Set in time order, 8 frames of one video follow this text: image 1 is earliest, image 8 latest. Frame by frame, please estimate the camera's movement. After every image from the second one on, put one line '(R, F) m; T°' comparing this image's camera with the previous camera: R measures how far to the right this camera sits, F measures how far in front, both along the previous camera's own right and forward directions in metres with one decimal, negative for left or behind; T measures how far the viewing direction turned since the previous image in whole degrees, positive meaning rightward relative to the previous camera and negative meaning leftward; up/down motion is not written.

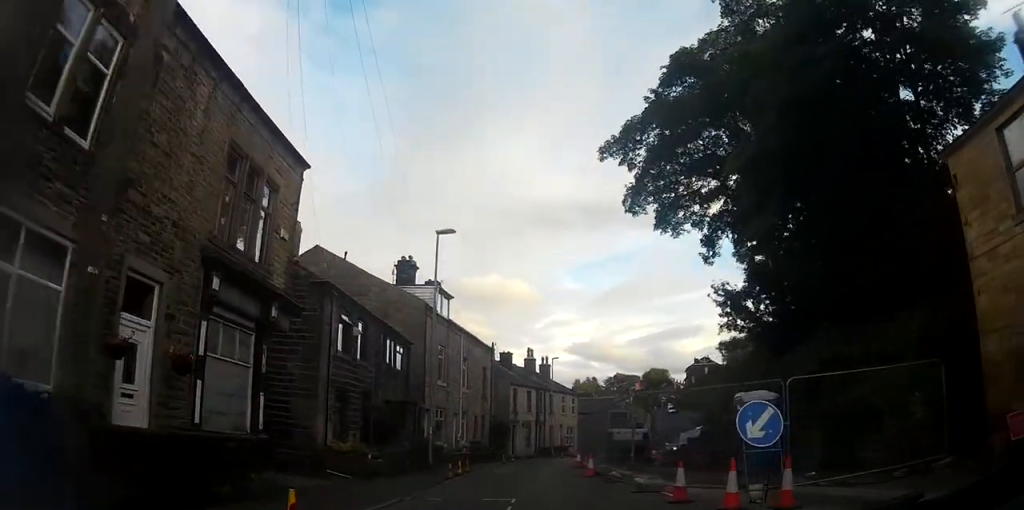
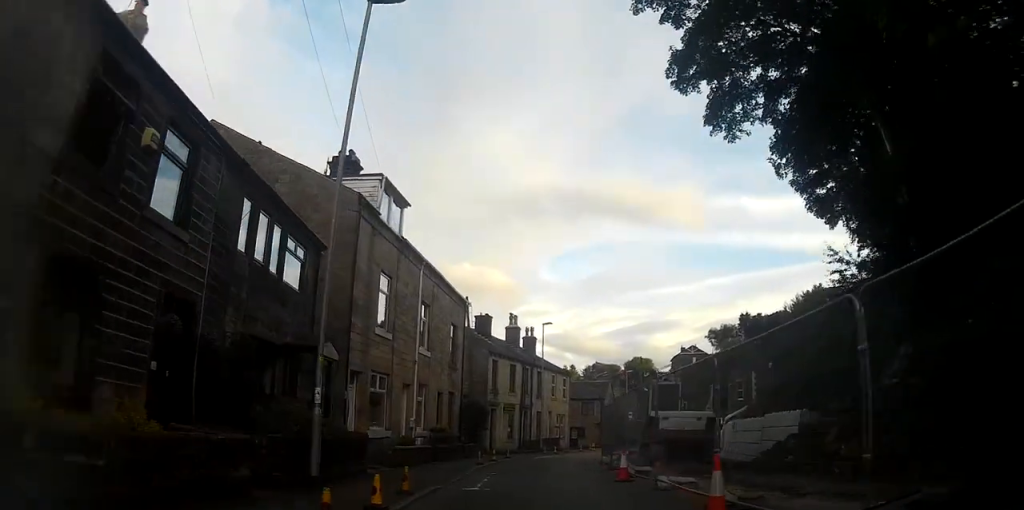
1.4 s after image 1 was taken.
(-0.2, +12.0) m; +3°
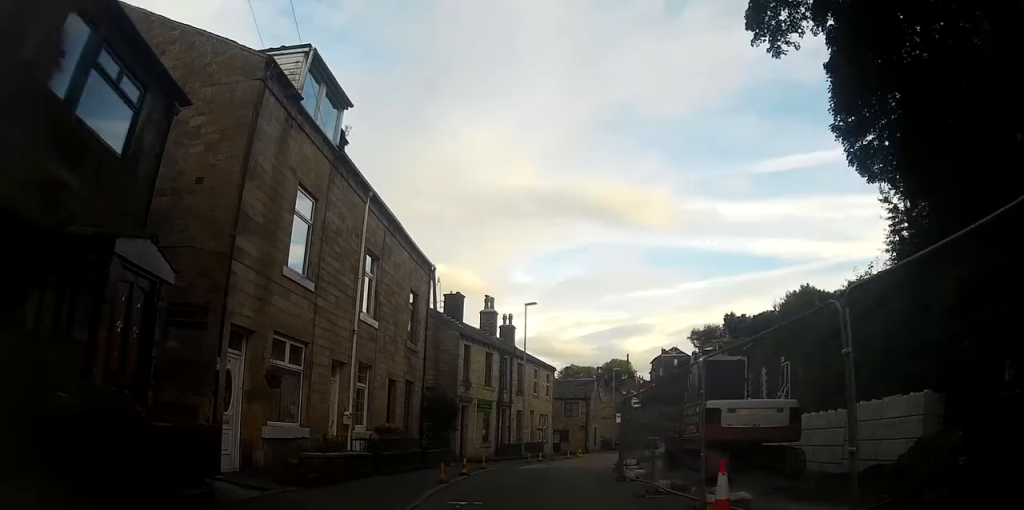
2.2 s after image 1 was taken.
(+0.1, +7.0) m; +6°
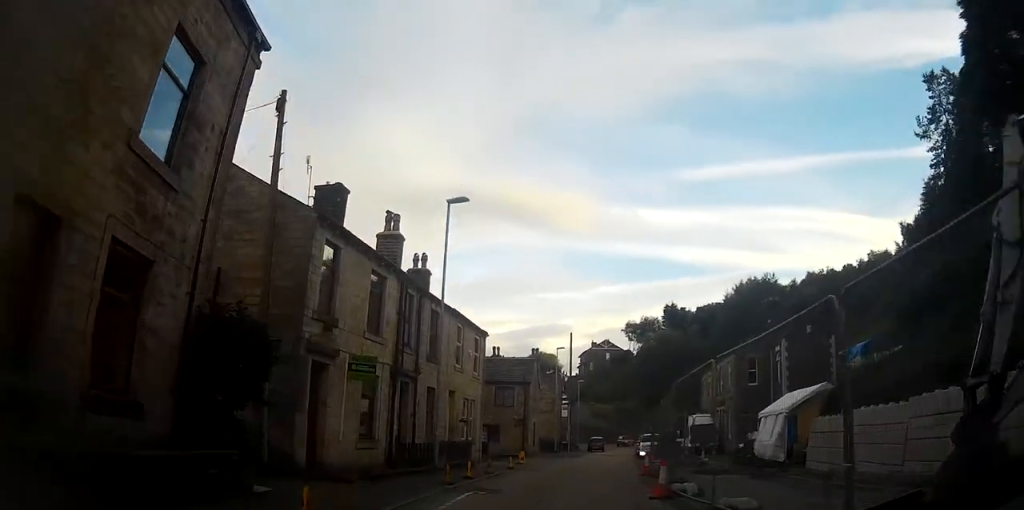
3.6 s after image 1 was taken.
(+1.5, +14.6) m; +10°
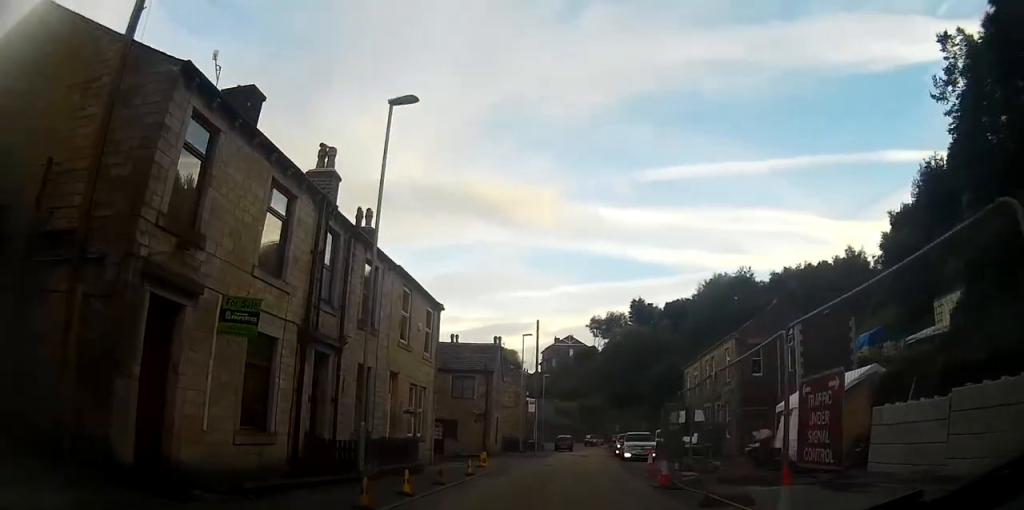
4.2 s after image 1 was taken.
(0.0, +5.7) m; +3°
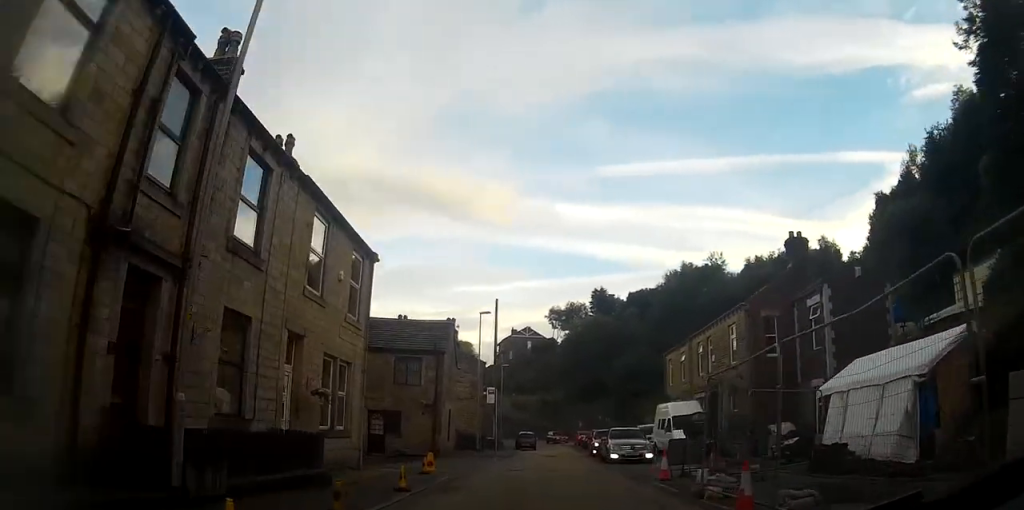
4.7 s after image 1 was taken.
(+0.4, +6.3) m; +3°
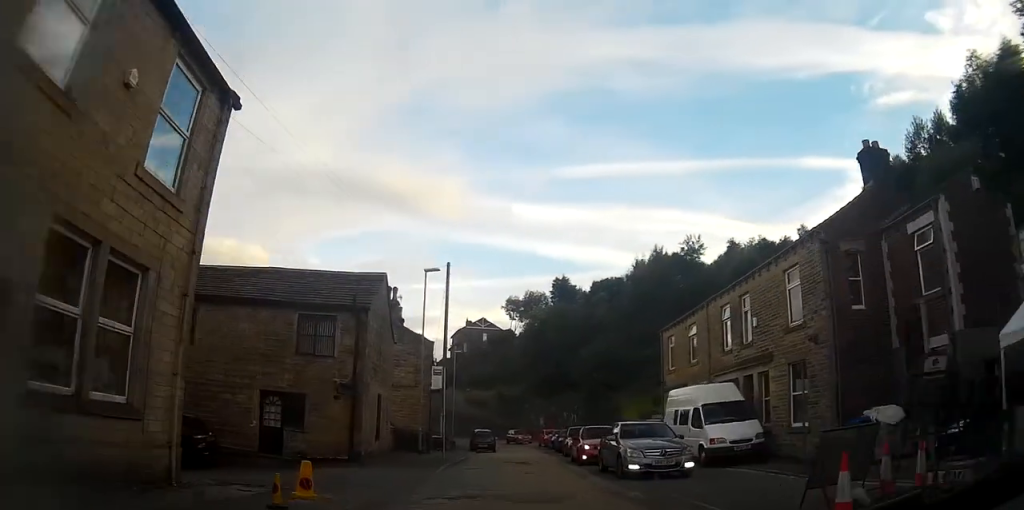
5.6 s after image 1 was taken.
(+0.3, +9.5) m; +3°
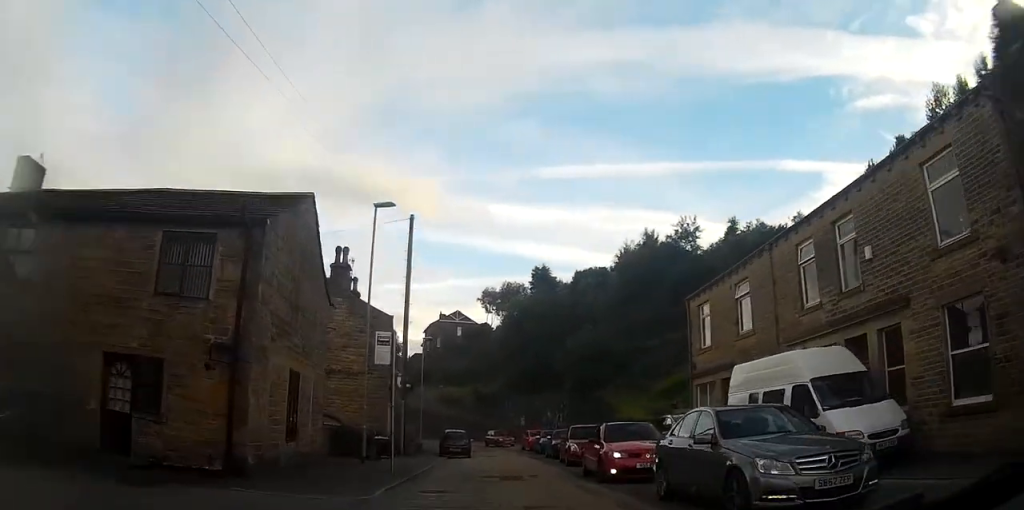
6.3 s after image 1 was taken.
(+0.1, +8.5) m; +2°
